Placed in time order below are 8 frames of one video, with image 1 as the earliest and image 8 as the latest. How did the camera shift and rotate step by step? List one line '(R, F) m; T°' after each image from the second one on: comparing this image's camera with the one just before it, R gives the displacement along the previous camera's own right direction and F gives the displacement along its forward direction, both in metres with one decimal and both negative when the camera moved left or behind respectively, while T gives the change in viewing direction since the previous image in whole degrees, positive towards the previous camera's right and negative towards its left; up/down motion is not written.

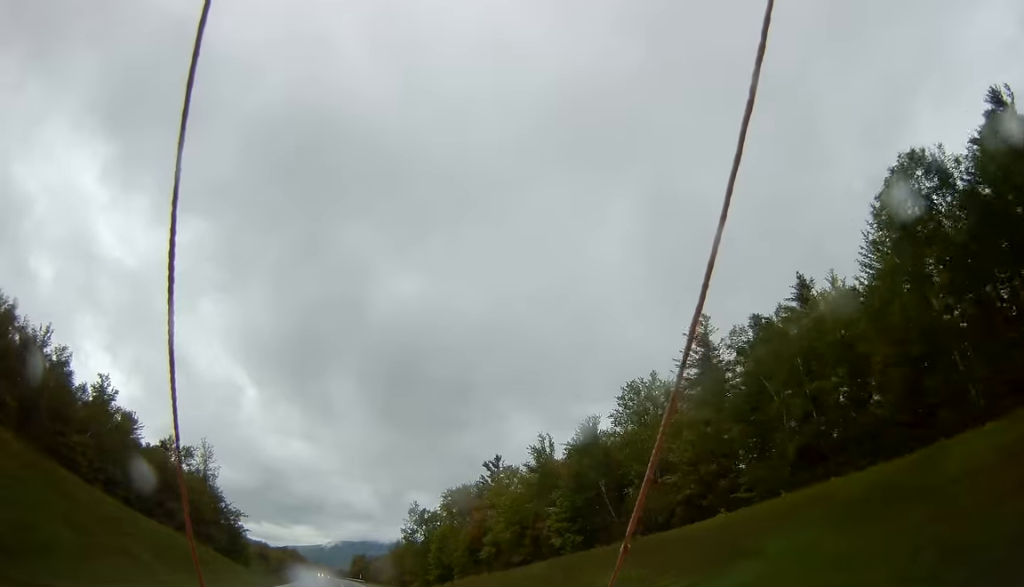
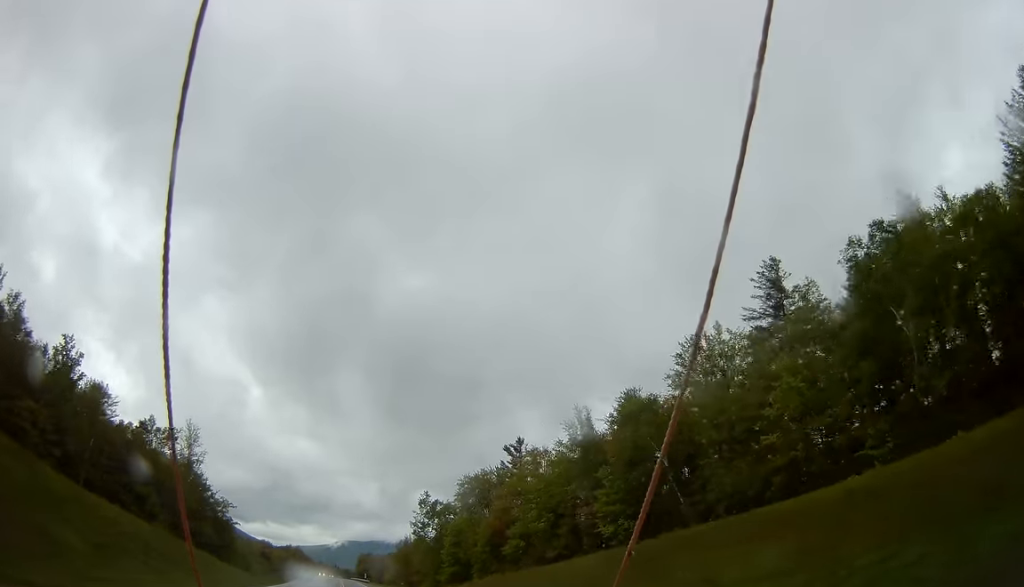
(0.0, +14.6) m; -1°
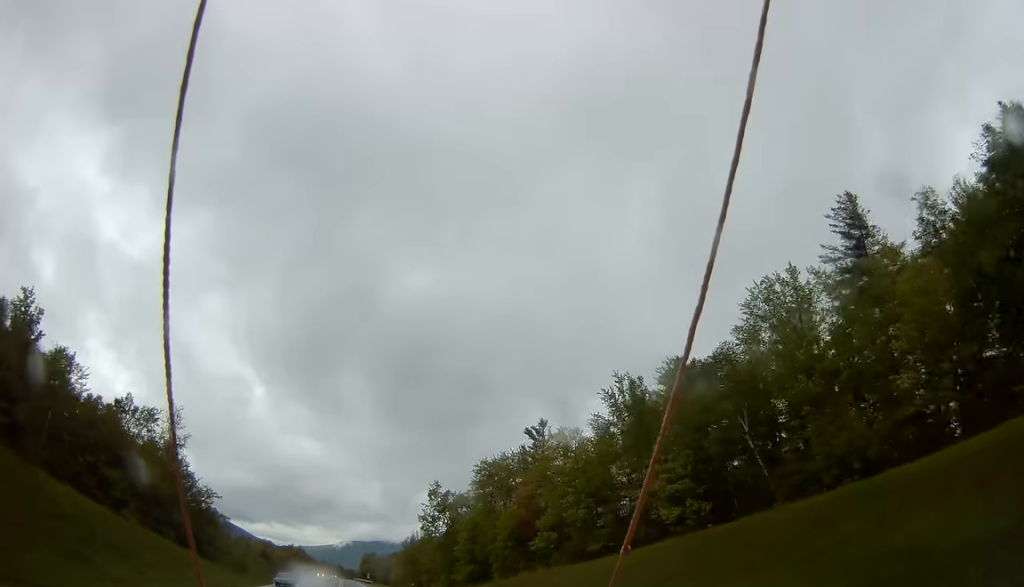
(-0.1, +12.8) m; -1°
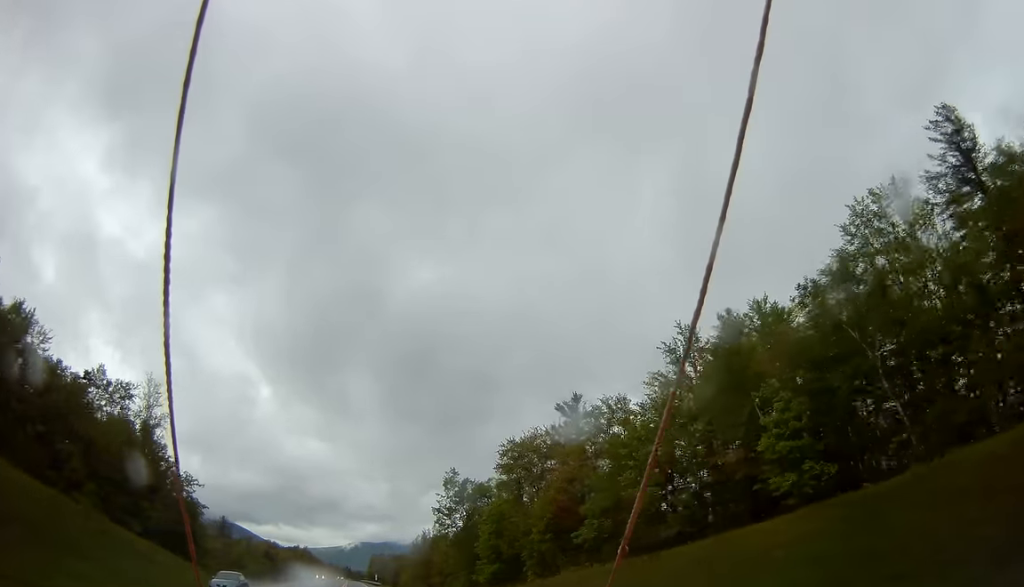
(0.0, +13.7) m; -1°
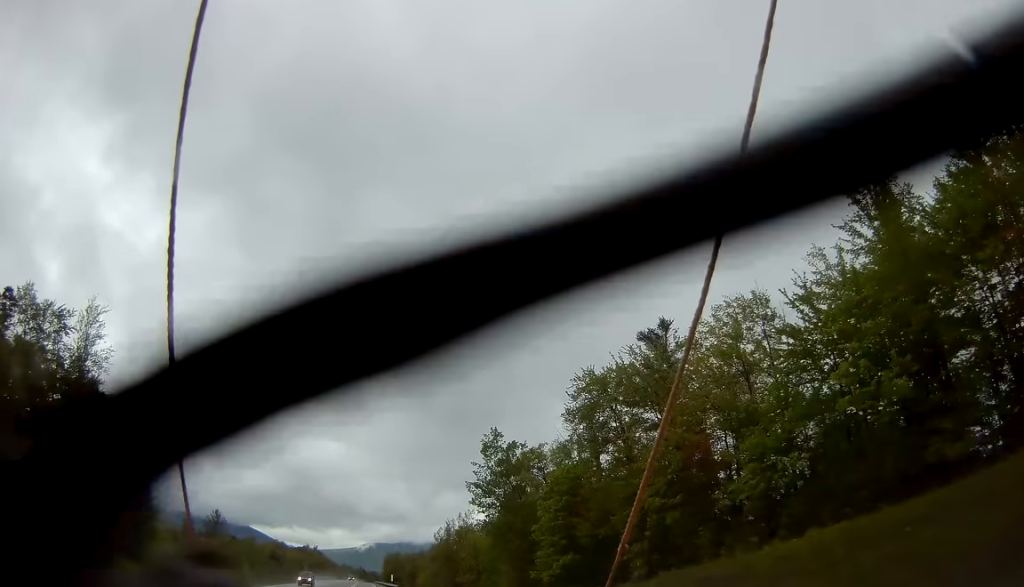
(-0.4, +24.8) m; -1°
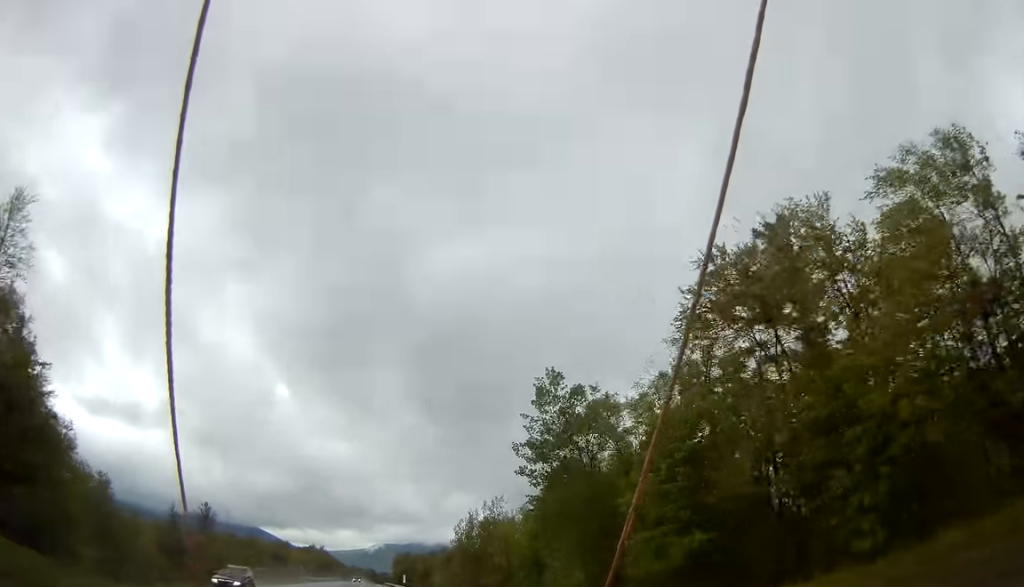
(0.0, +20.6) m; -1°
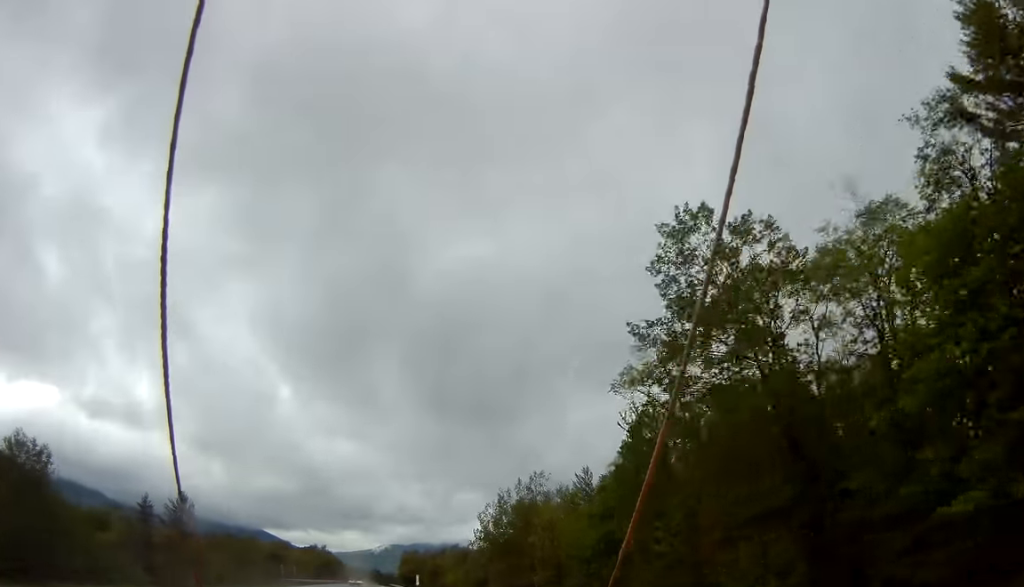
(-0.4, +24.0) m; -1°
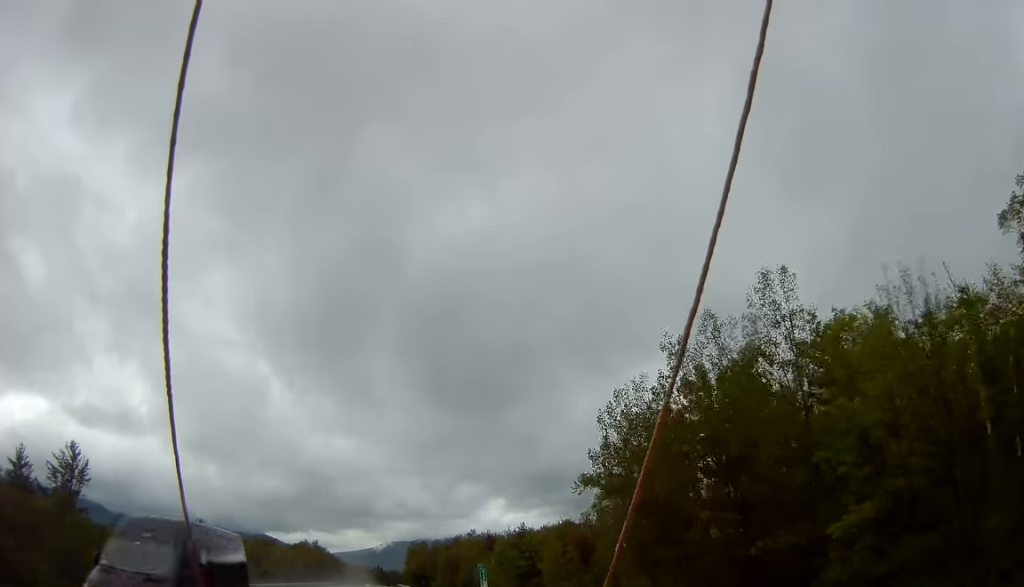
(-0.5, +54.2) m; -1°
